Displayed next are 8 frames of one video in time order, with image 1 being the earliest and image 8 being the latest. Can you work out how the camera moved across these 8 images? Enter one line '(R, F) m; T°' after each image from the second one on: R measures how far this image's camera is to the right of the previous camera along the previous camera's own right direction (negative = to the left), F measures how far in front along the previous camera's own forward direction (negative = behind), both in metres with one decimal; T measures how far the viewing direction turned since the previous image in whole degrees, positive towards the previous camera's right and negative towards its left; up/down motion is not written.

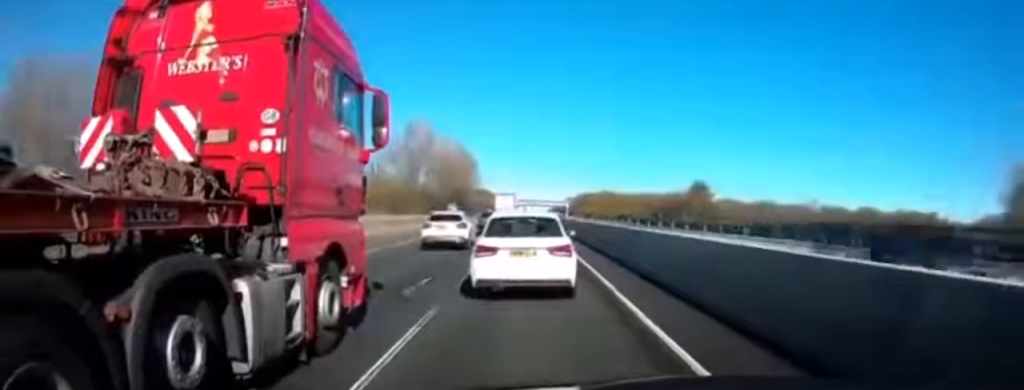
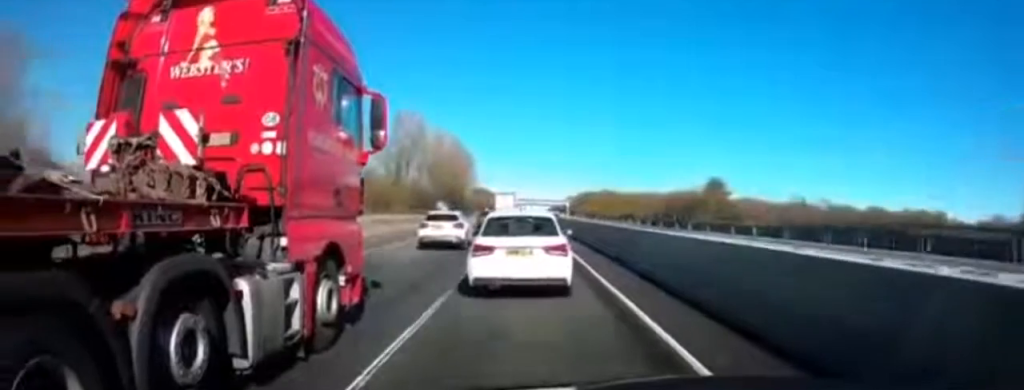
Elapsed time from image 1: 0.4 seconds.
(-0.1, +8.9) m; 0°
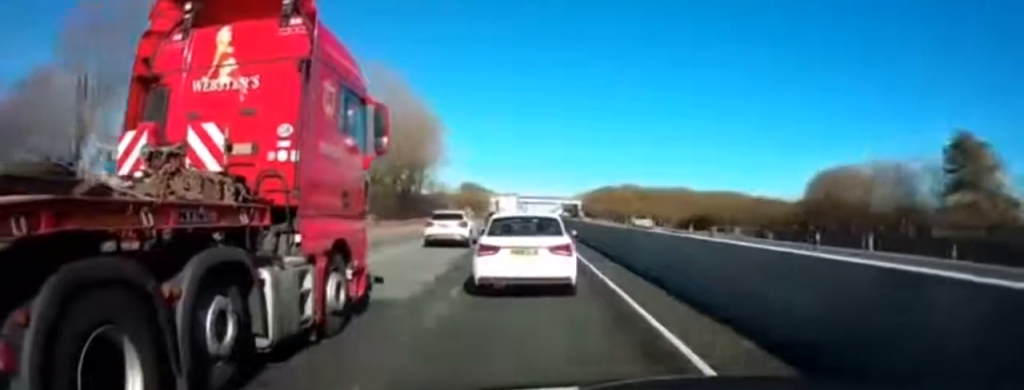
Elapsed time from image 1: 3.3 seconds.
(+0.1, +57.9) m; 0°
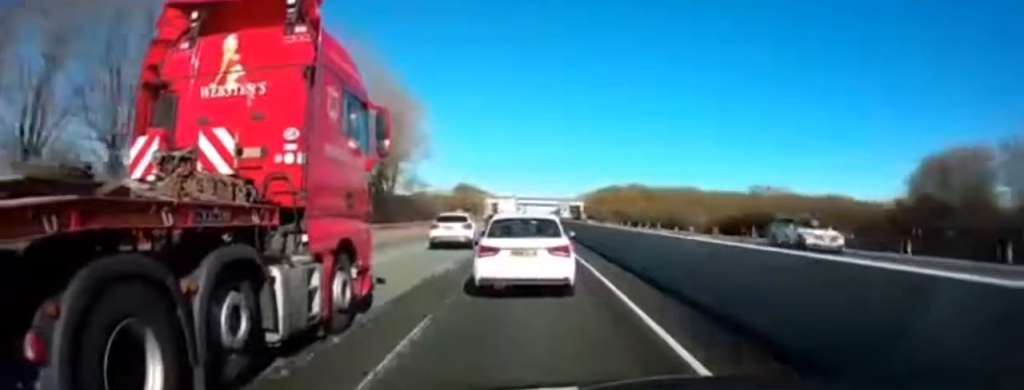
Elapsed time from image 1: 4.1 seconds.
(+0.1, +17.2) m; 0°
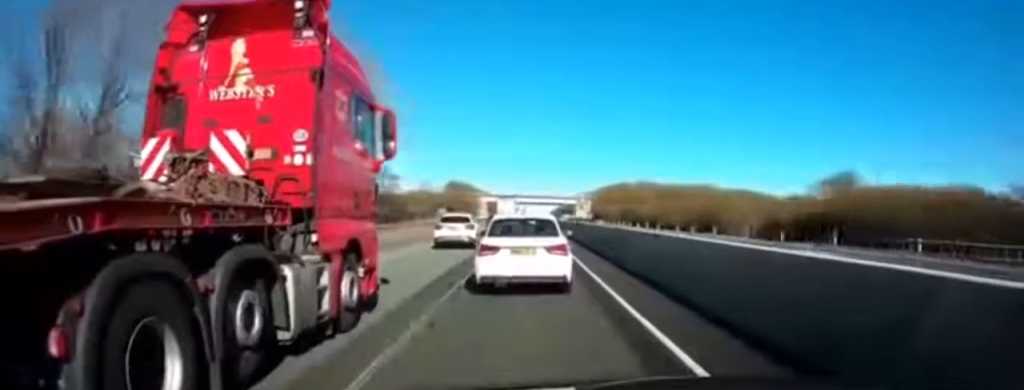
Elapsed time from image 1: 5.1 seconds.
(0.0, +19.7) m; 0°
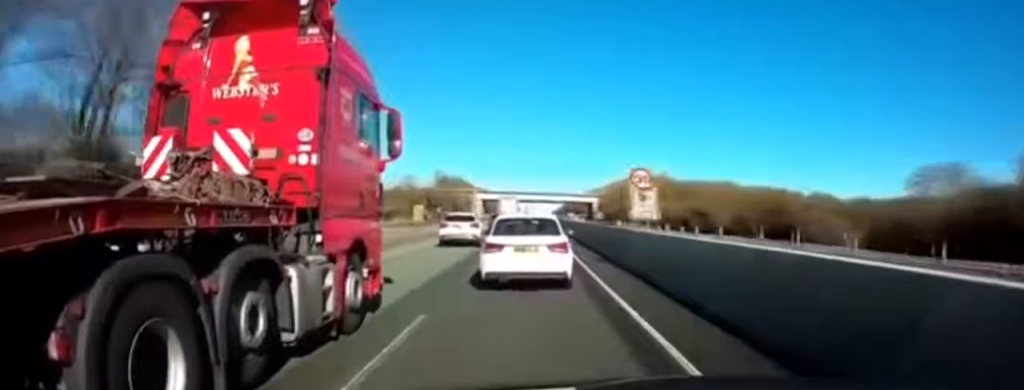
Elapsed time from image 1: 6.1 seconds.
(-0.1, +20.6) m; 0°
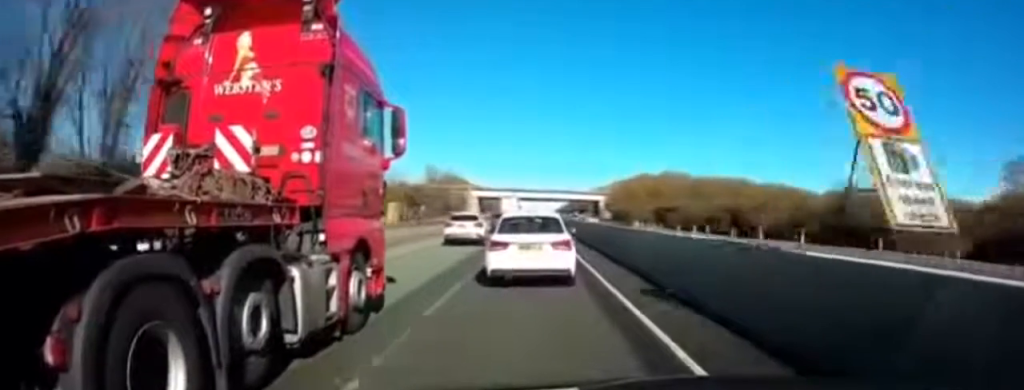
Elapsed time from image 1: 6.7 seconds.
(0.0, +13.2) m; 0°
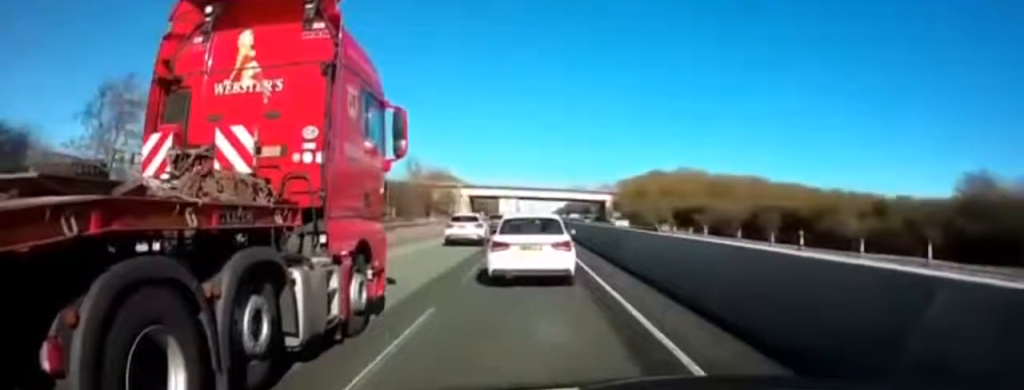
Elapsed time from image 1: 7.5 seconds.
(0.0, +16.8) m; 0°
